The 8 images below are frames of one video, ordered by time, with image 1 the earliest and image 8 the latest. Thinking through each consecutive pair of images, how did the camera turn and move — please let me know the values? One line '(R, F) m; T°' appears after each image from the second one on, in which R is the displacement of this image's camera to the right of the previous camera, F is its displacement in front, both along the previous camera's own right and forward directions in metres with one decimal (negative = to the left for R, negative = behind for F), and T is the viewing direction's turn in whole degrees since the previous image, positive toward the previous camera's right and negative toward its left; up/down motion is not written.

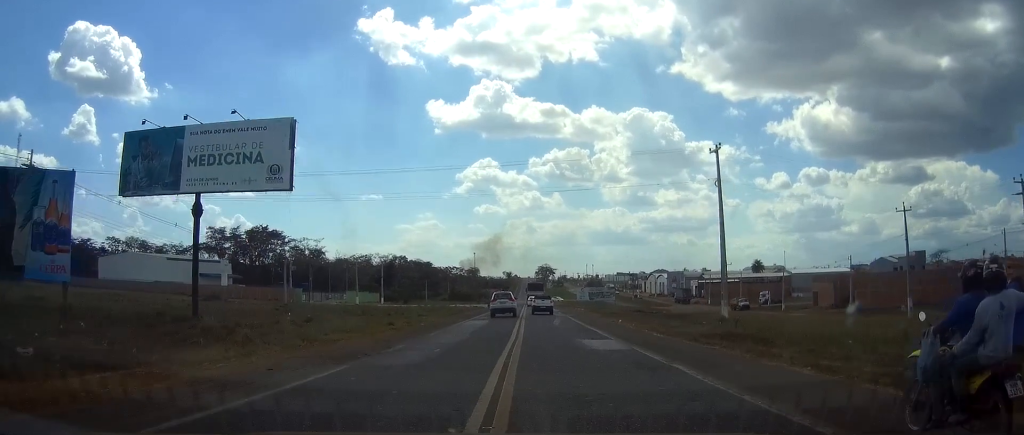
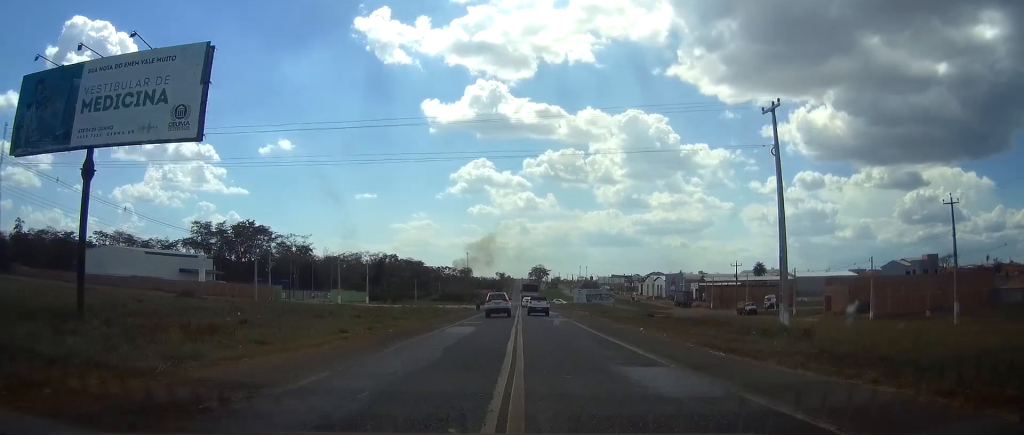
(0.0, +8.0) m; 0°
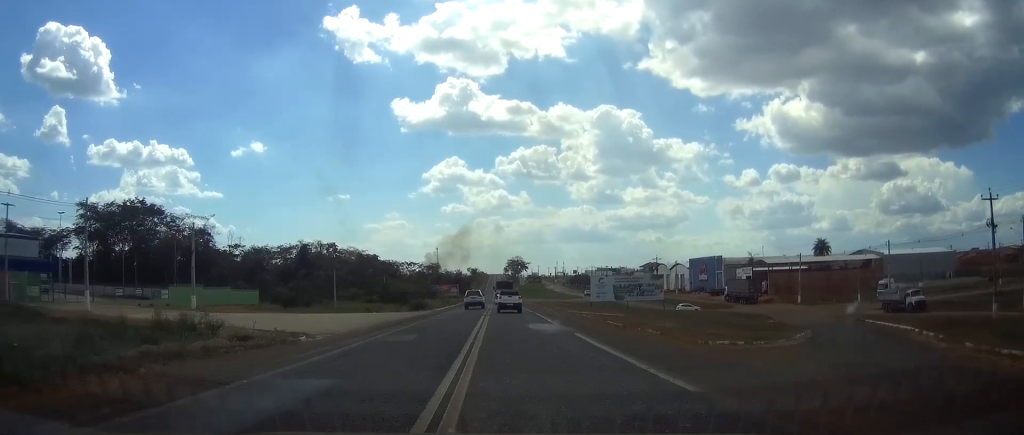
(+0.8, +70.5) m; +2°
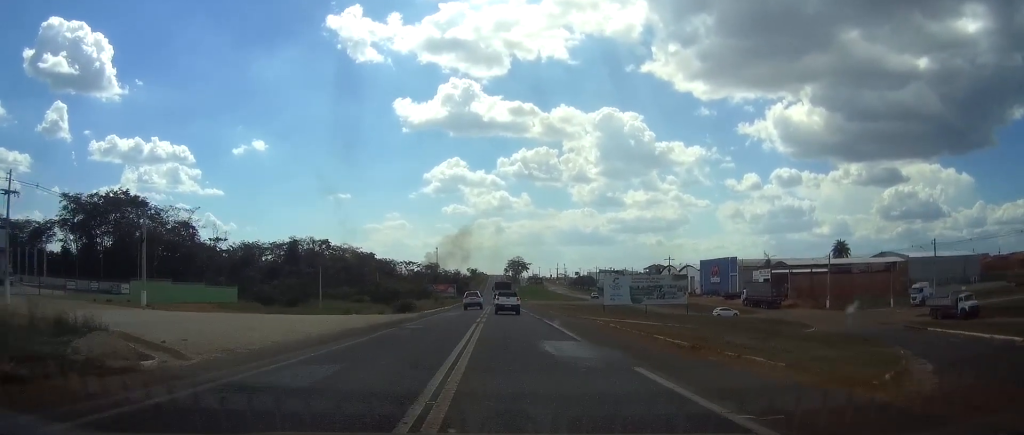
(+0.1, +11.5) m; 0°
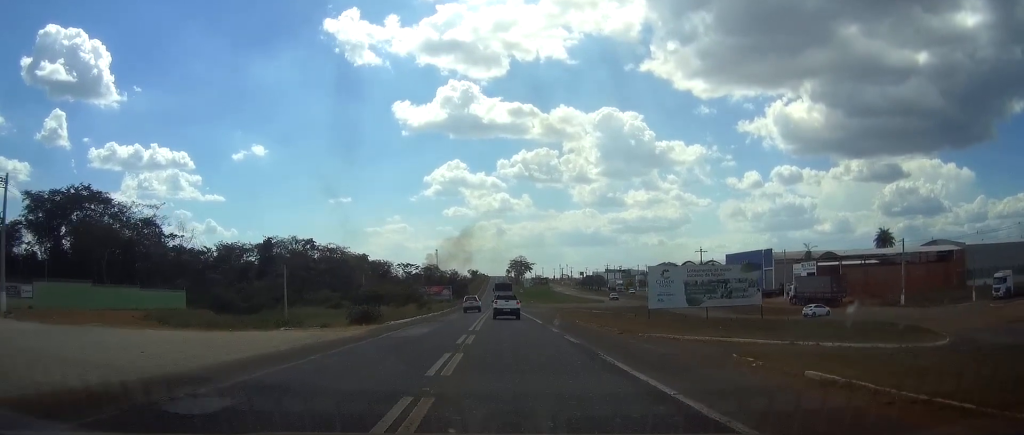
(-0.1, +21.5) m; 0°
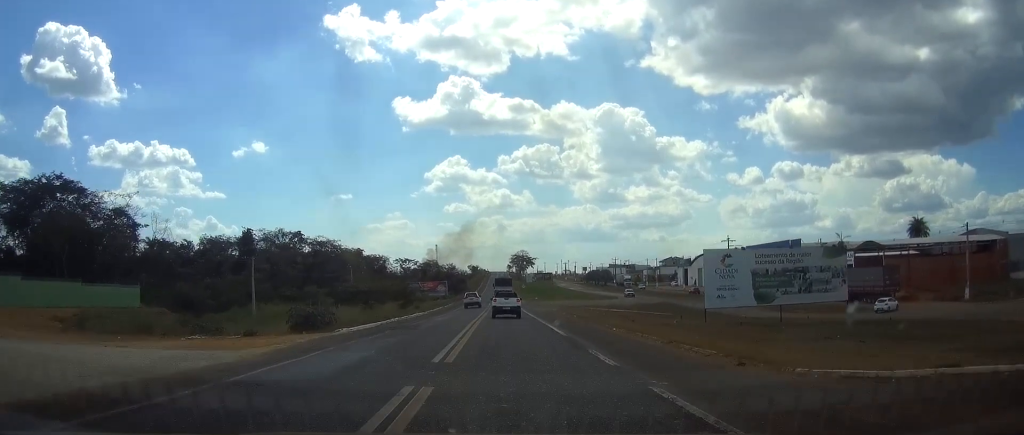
(+0.1, +14.6) m; 0°
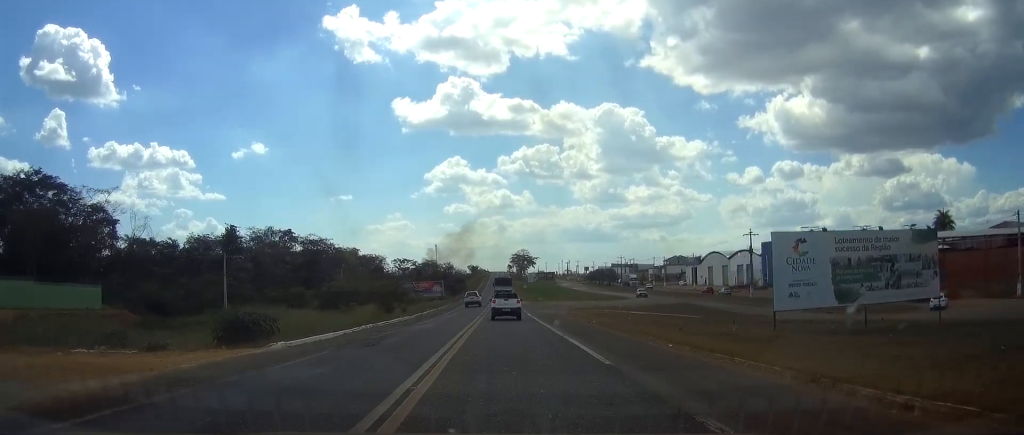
(+0.1, +10.1) m; 0°
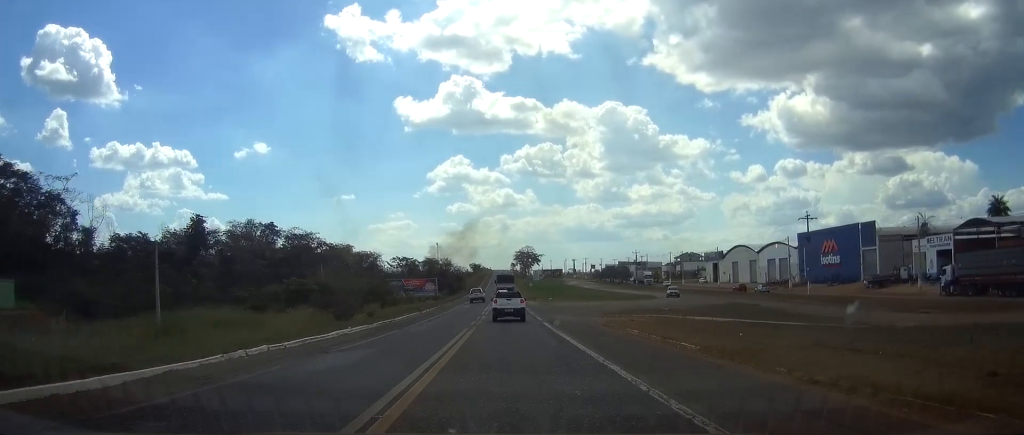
(-0.2, +18.3) m; 0°
